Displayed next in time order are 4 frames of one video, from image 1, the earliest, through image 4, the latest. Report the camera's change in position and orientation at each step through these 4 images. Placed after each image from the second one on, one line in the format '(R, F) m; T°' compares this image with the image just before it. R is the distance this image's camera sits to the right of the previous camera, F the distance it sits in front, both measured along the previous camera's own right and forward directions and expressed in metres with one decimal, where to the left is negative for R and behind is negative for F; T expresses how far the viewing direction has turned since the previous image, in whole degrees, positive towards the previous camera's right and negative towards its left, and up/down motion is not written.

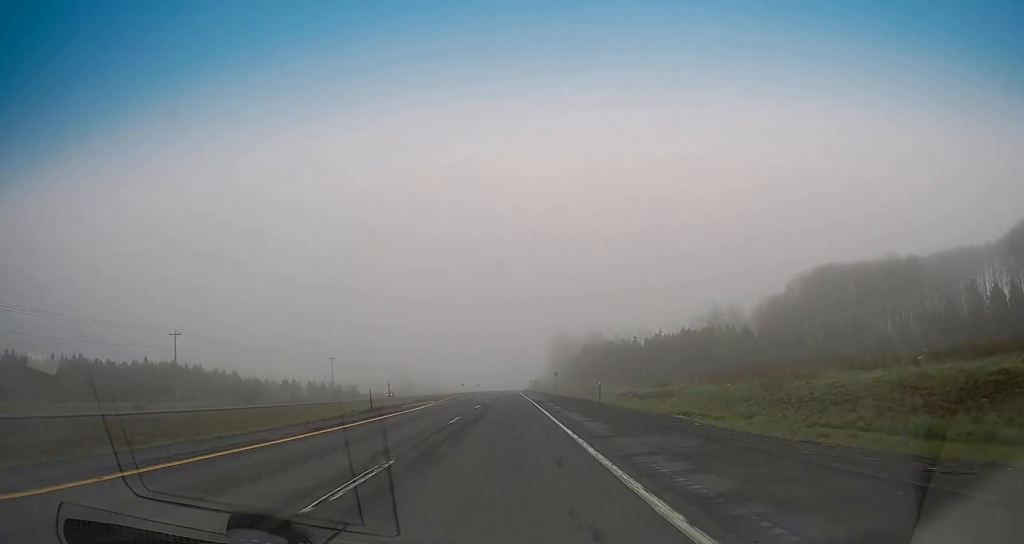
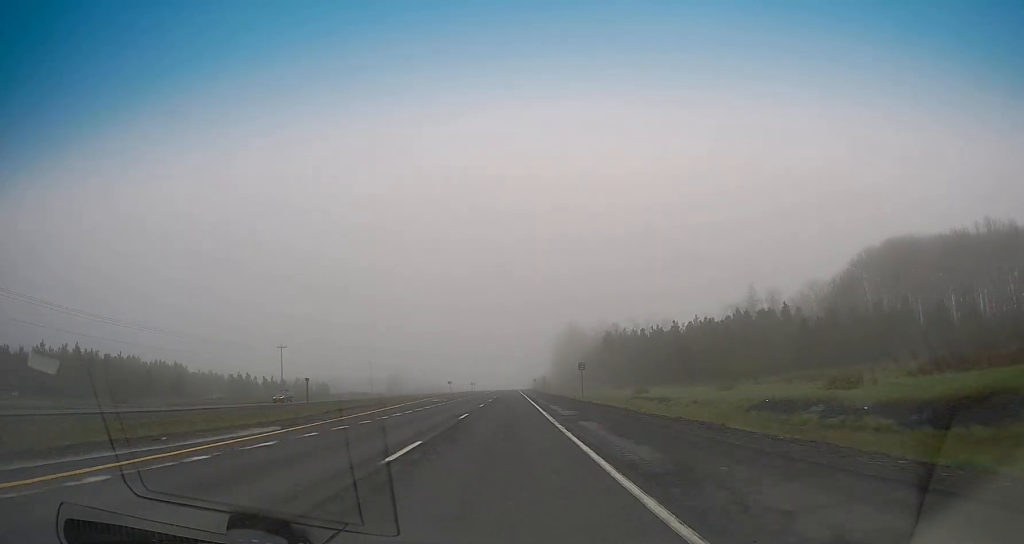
(-1.2, +42.2) m; -2°
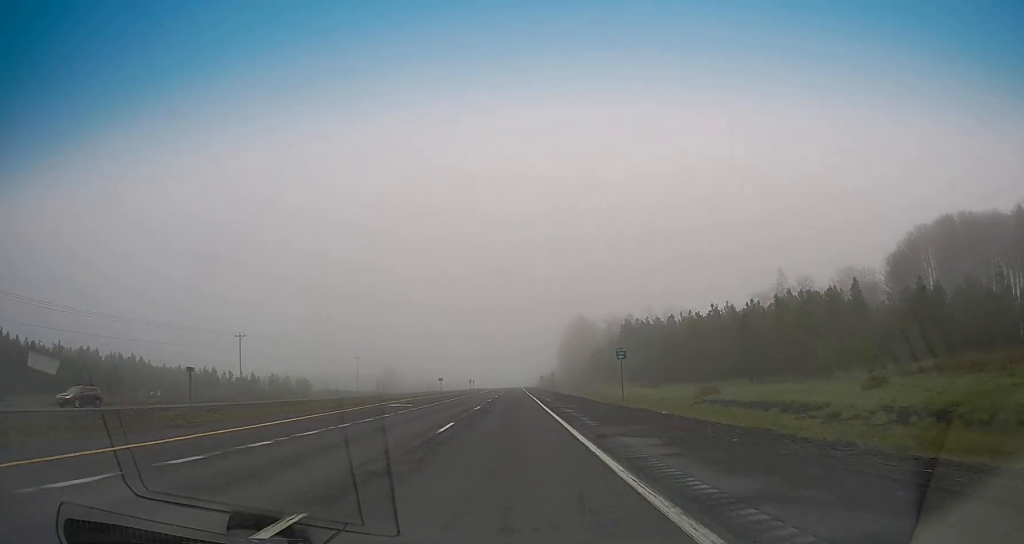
(-0.1, +24.5) m; 0°
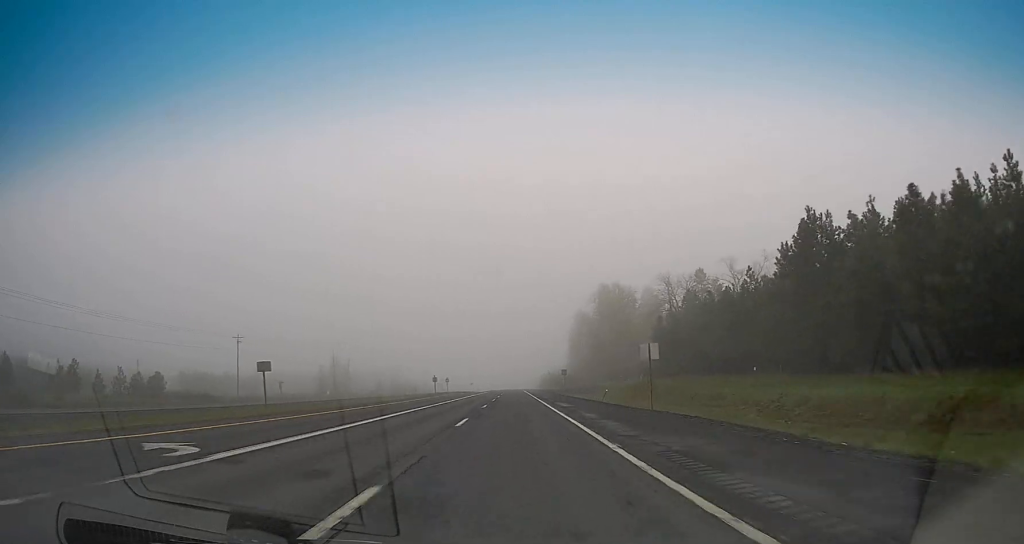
(+1.5, +91.0) m; 0°
